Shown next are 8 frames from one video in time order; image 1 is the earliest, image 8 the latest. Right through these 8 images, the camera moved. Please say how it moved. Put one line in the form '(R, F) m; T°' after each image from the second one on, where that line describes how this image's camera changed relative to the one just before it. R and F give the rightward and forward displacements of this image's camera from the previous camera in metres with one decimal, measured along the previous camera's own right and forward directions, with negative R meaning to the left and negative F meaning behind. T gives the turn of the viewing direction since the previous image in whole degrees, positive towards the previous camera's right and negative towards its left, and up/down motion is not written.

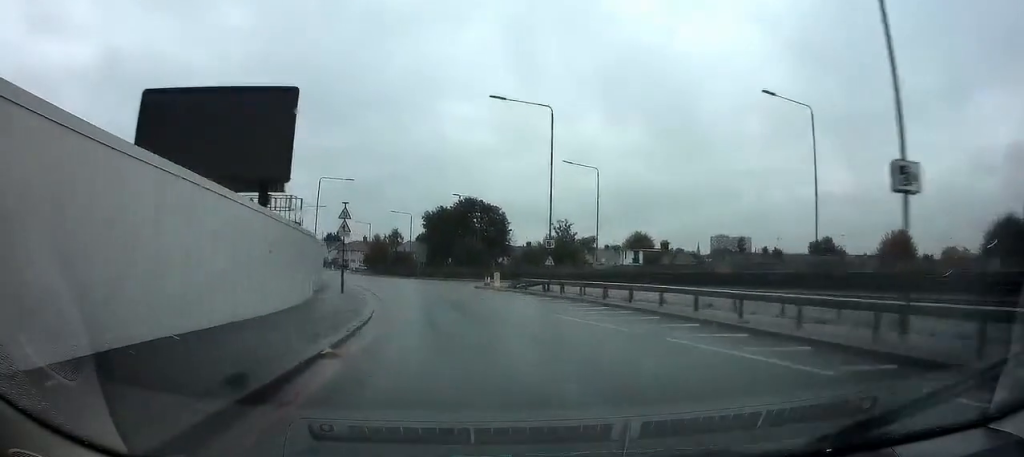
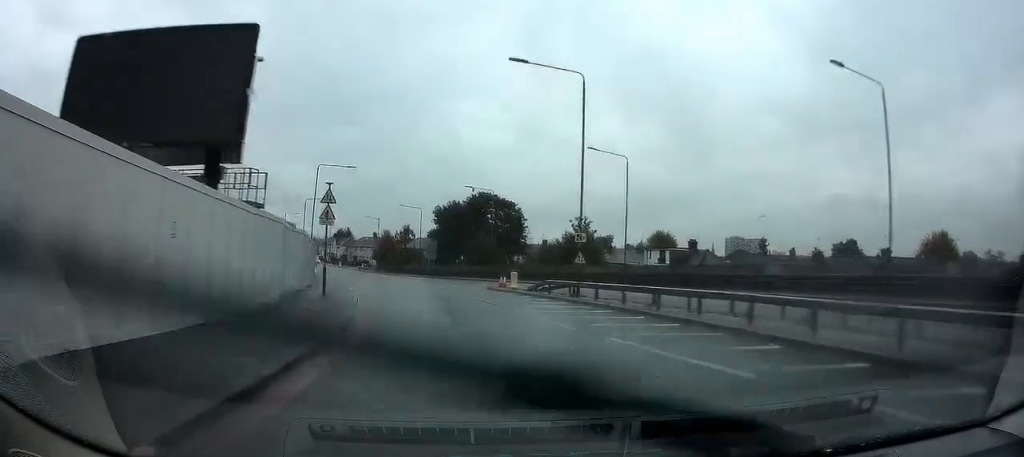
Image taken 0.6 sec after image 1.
(0.0, +5.6) m; -1°
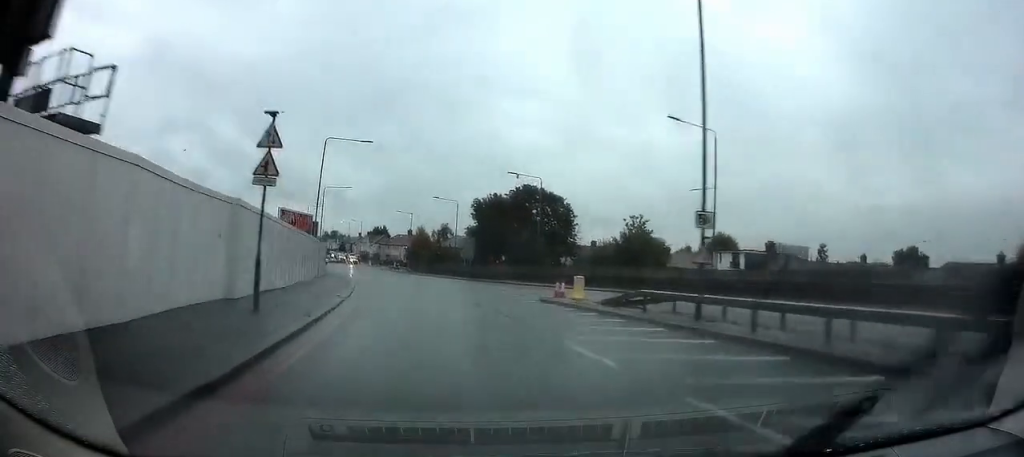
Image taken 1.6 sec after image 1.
(-0.2, +10.4) m; -3°
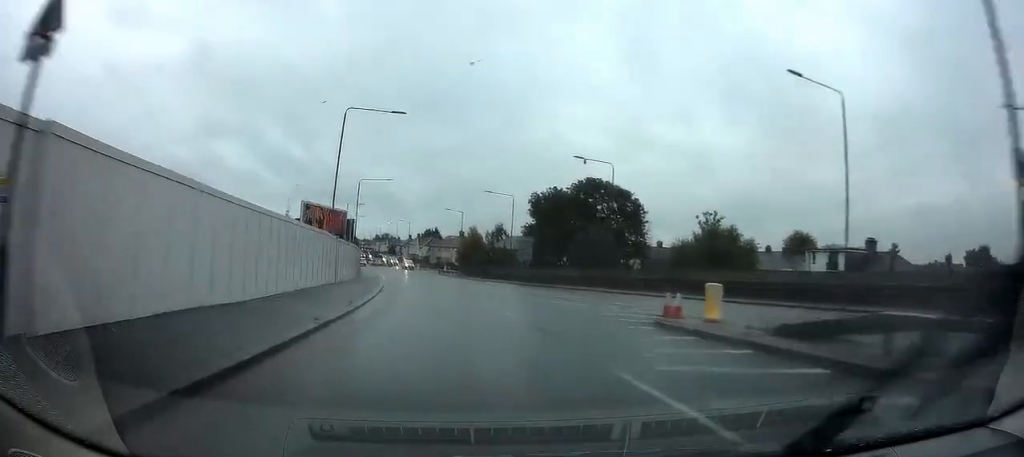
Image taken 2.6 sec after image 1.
(-0.3, +8.9) m; -5°
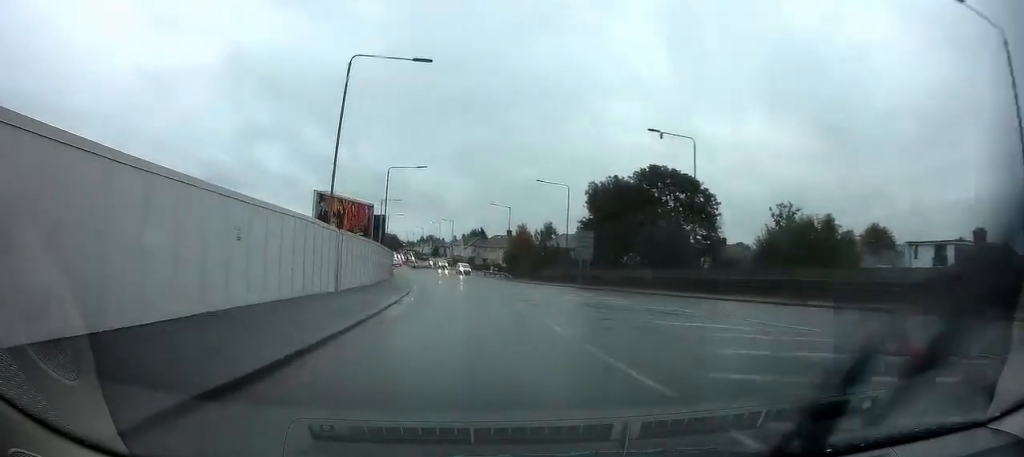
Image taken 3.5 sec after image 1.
(-0.5, +8.9) m; -5°
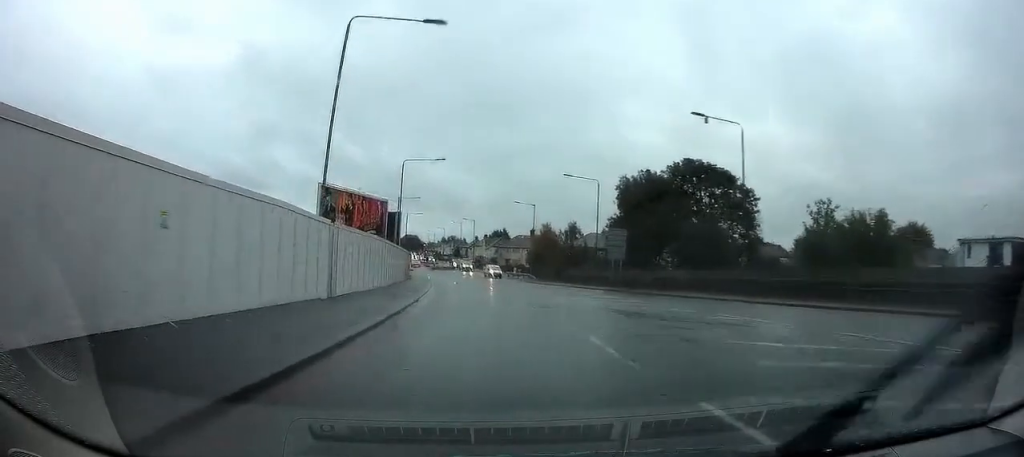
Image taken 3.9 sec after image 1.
(-0.1, +4.2) m; -2°
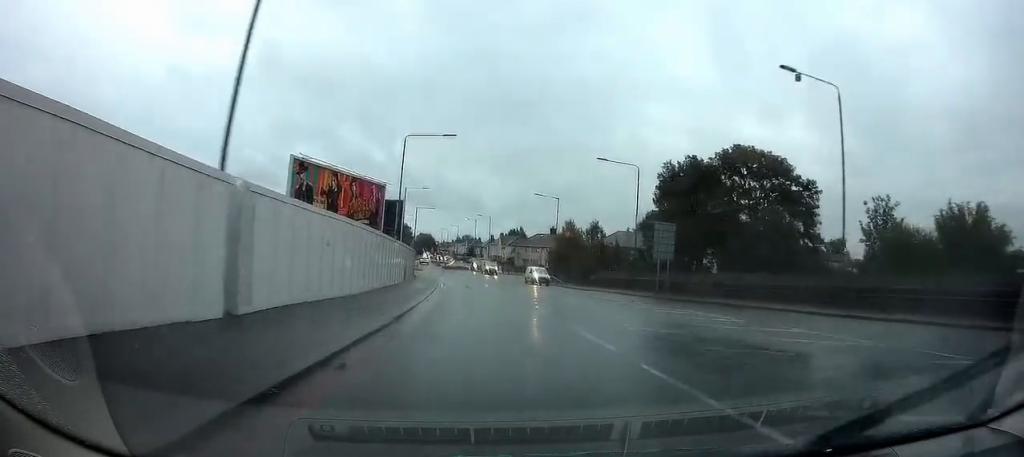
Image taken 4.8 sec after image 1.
(-0.2, +8.8) m; -3°
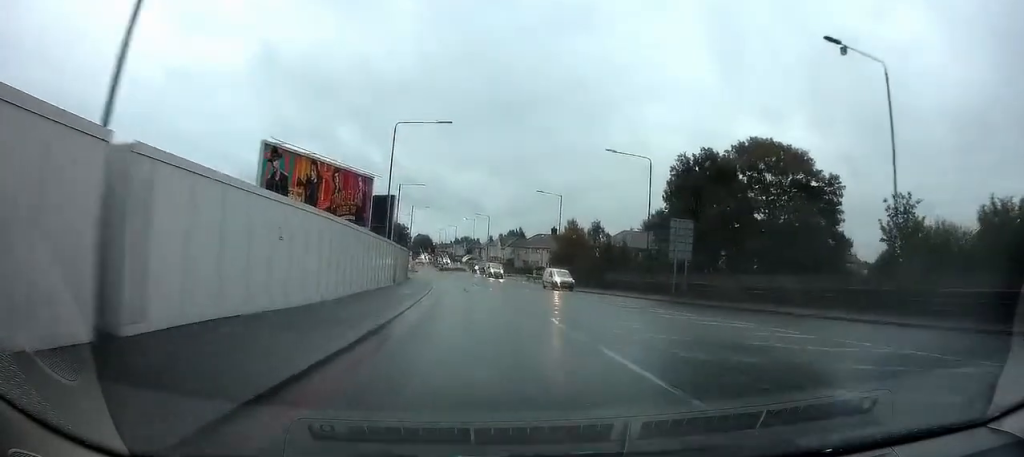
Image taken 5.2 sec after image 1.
(-0.1, +3.9) m; -1°
